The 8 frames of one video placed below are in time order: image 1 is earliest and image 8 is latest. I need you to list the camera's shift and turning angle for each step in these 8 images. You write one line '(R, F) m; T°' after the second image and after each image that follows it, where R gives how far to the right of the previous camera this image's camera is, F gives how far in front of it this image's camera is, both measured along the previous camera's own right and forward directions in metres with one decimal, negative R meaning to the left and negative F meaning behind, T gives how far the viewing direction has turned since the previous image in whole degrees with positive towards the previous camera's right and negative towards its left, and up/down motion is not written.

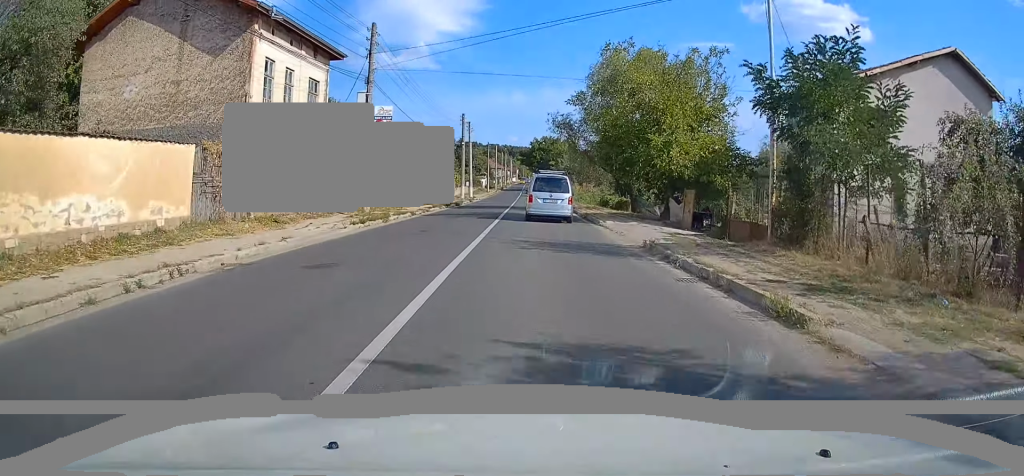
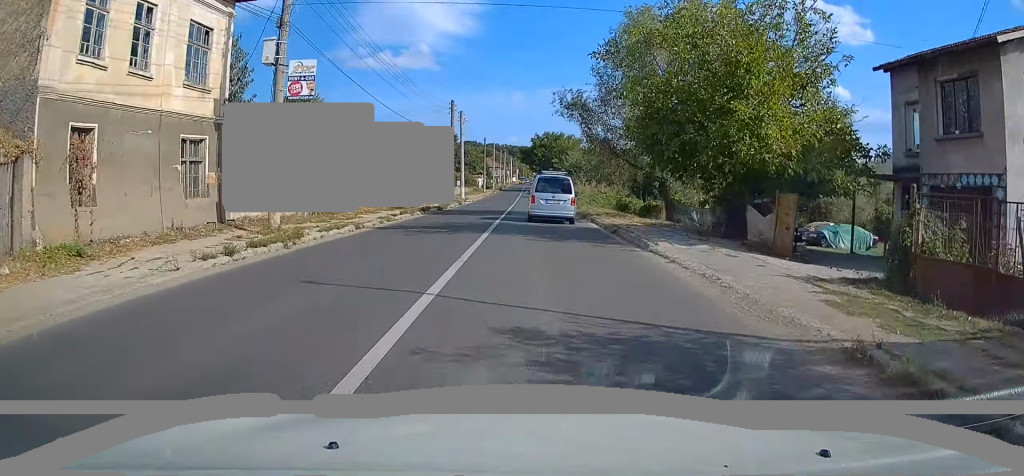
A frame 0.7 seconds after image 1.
(0.0, +9.6) m; 0°
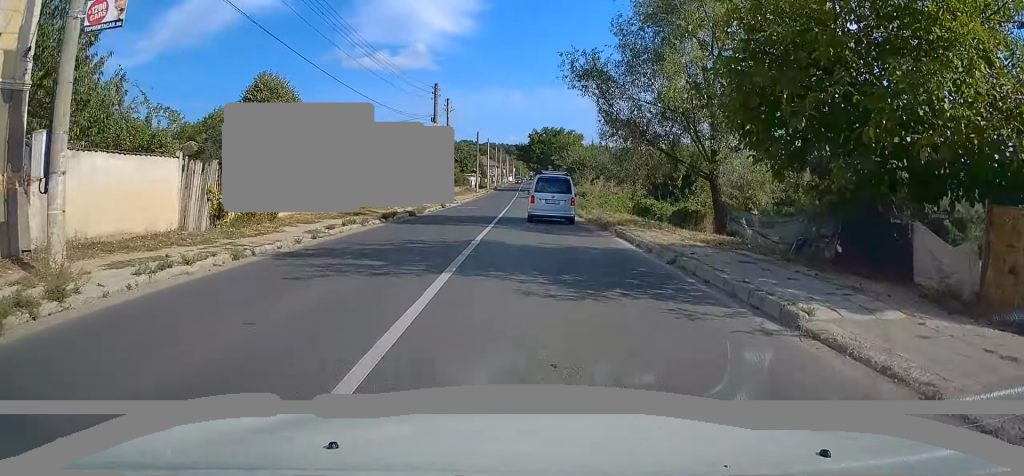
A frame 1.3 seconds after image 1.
(0.0, +8.2) m; 0°
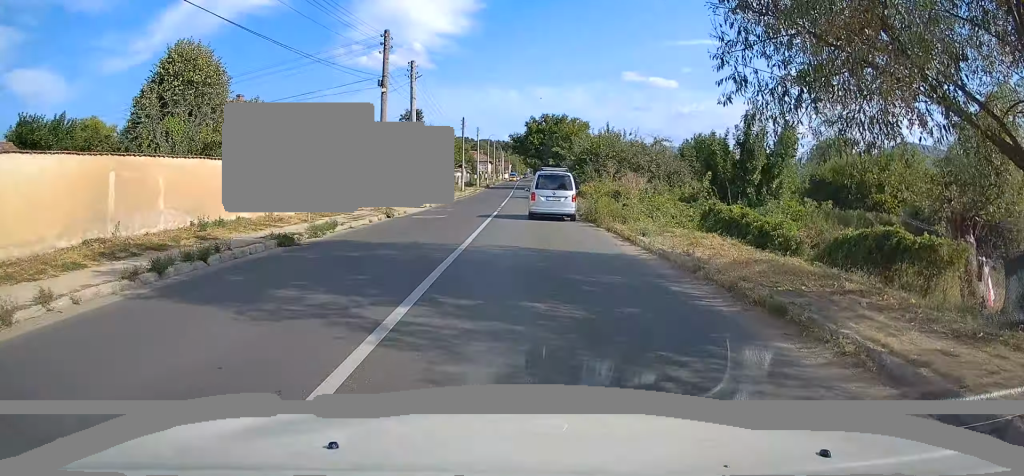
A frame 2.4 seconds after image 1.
(0.0, +15.0) m; -1°
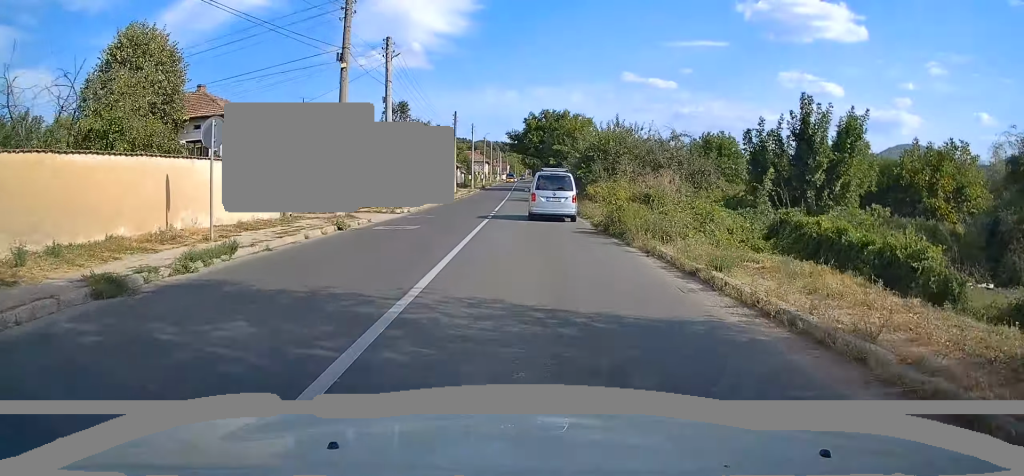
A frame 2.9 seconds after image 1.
(-0.1, +6.3) m; 0°
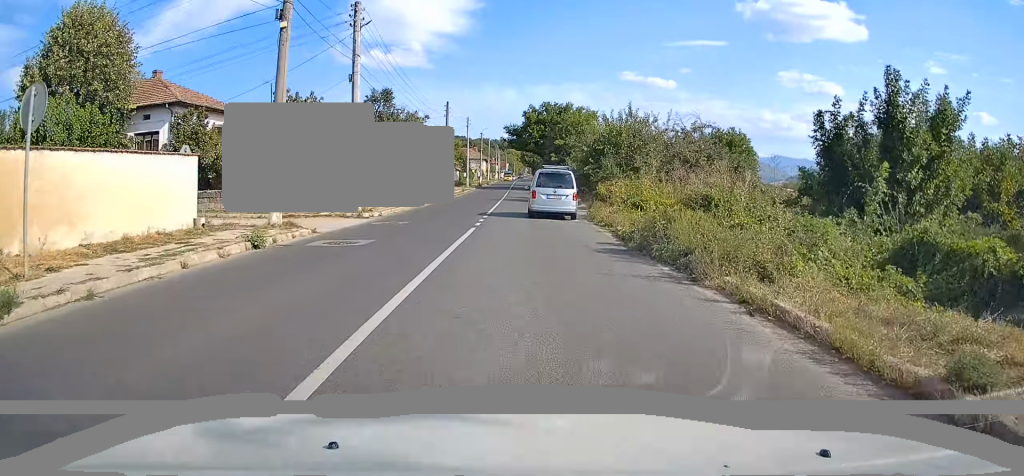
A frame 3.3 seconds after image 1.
(-0.2, +5.9) m; 0°
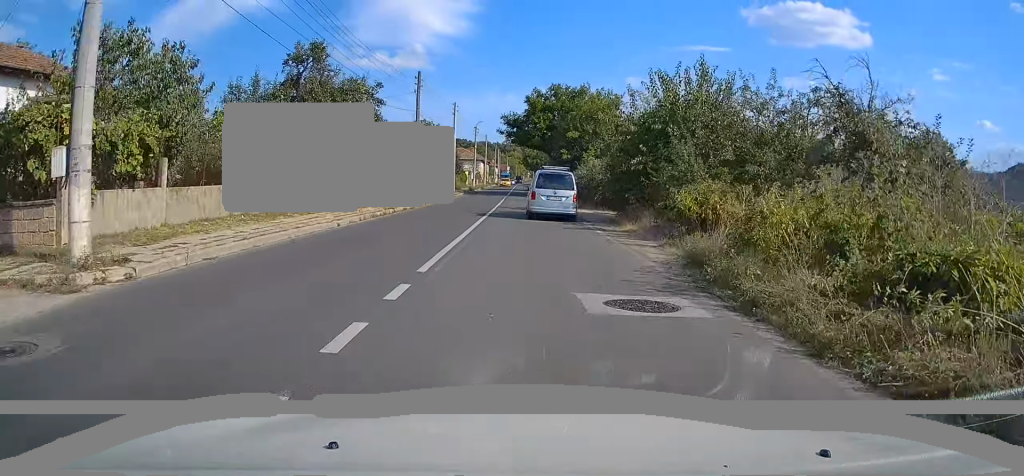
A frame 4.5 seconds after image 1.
(+0.3, +16.3) m; +1°
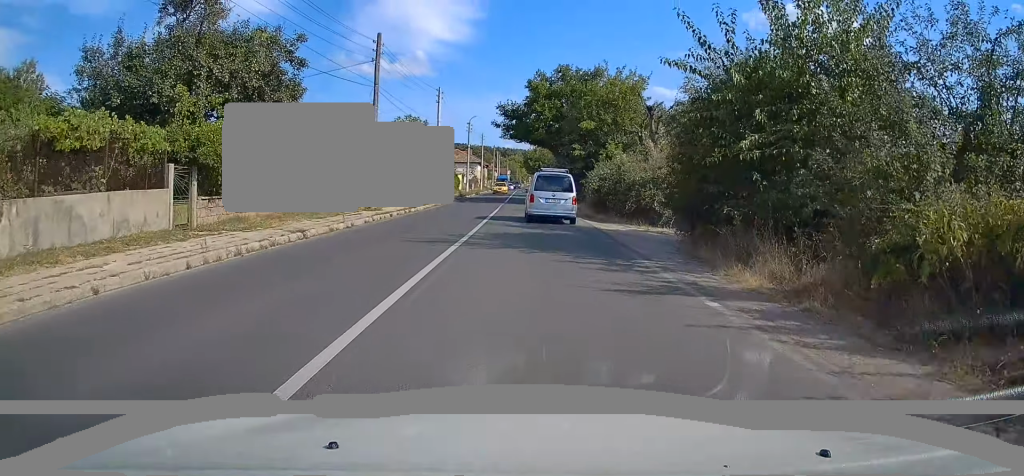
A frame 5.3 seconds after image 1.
(-0.1, +11.4) m; 0°
